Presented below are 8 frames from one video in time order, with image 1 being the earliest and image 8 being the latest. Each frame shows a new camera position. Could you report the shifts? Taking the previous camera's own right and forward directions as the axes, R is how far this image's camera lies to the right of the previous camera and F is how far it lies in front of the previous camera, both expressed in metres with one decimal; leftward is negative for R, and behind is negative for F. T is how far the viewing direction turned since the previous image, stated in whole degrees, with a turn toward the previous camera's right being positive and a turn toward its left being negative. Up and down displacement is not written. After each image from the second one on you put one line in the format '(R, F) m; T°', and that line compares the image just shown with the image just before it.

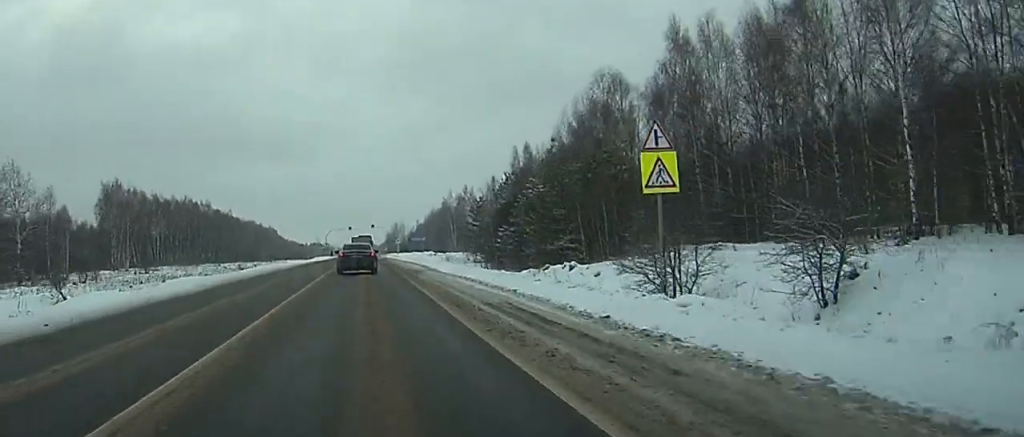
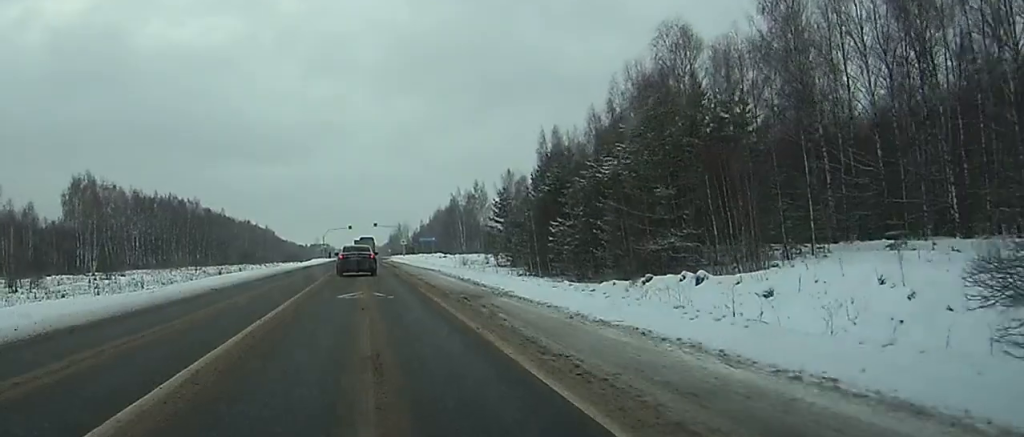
(+0.1, +25.8) m; 0°
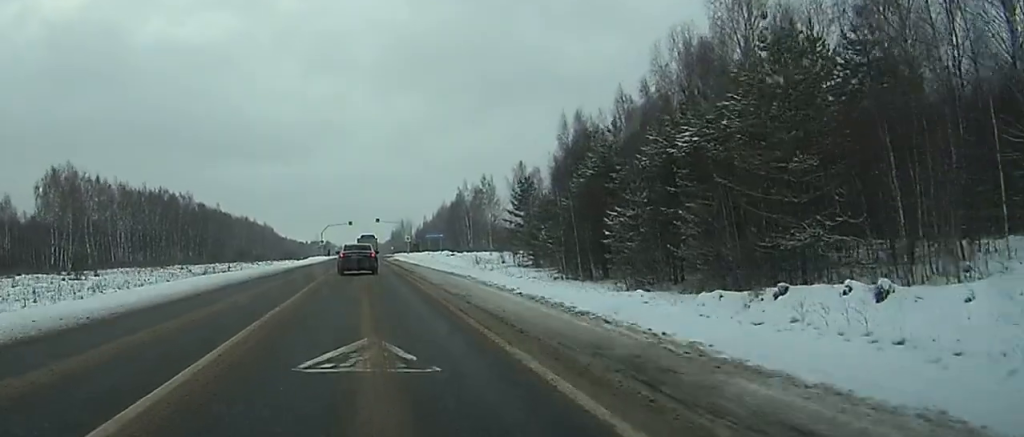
(0.0, +15.5) m; 0°
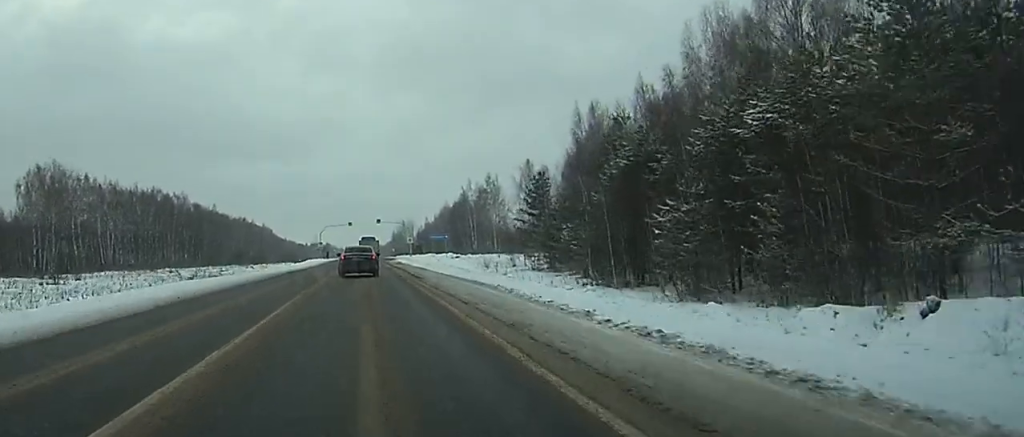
(0.0, +8.8) m; 0°
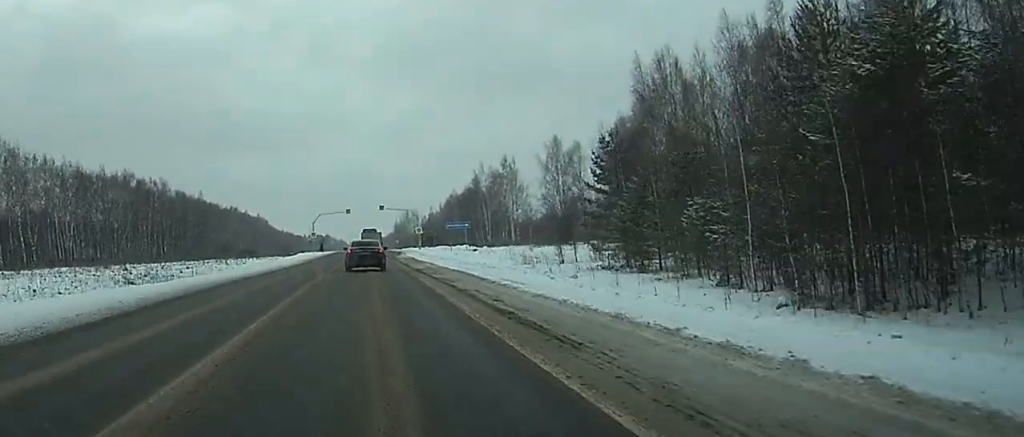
(-0.1, +28.2) m; 0°
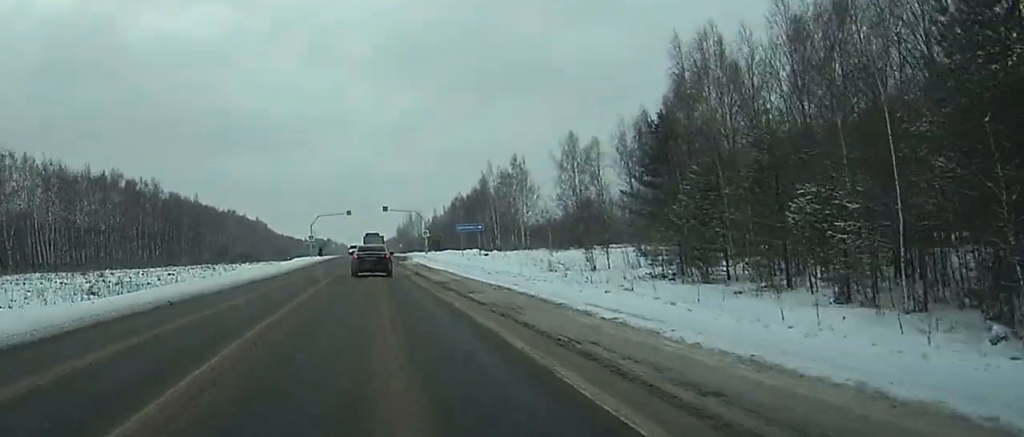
(0.0, +11.2) m; 0°
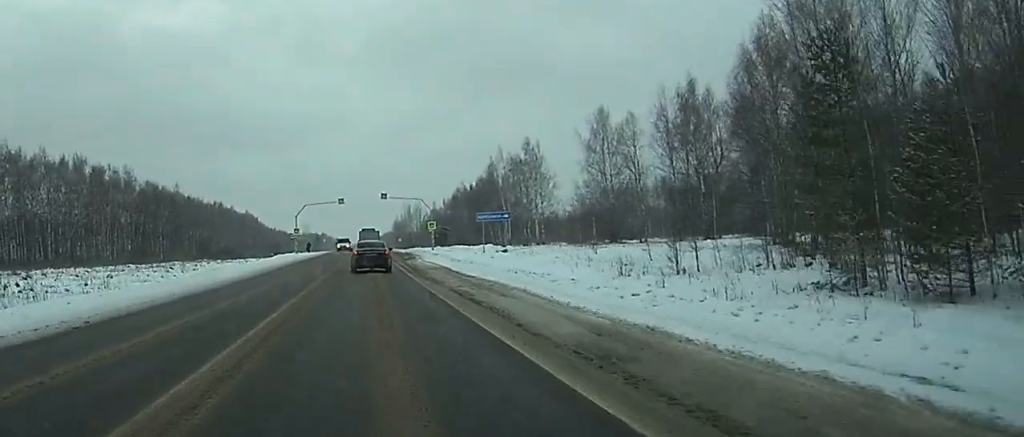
(+0.1, +21.7) m; 0°
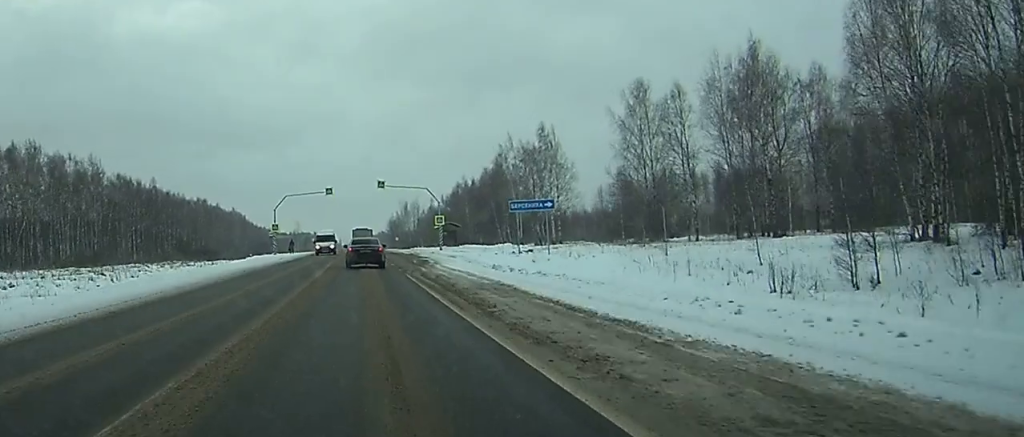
(0.0, +20.9) m; 0°
